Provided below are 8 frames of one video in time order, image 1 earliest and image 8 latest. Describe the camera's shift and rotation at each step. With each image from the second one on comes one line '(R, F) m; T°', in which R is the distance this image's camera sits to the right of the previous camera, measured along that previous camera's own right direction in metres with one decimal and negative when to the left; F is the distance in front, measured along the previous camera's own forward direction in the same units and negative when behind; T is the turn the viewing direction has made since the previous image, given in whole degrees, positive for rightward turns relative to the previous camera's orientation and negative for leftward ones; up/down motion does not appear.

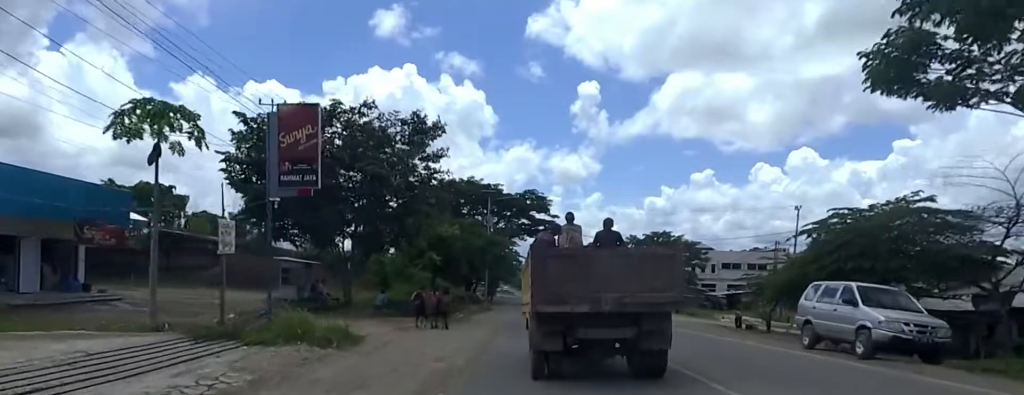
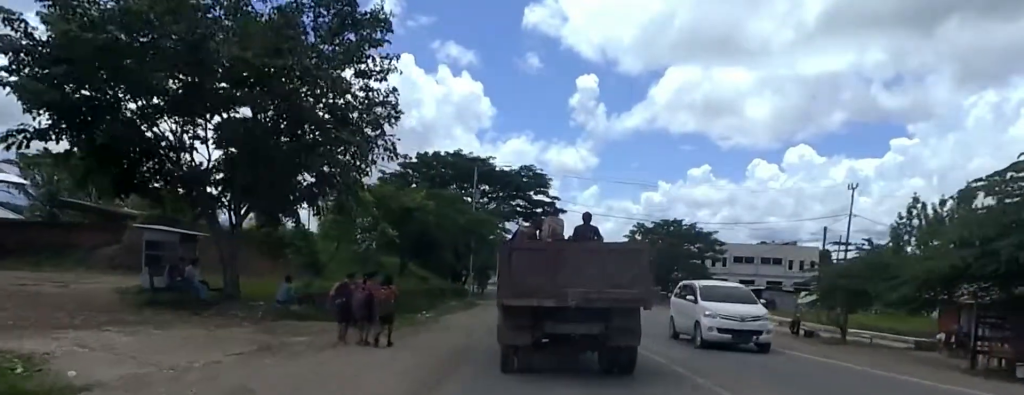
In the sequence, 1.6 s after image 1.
(0.0, +9.6) m; -4°
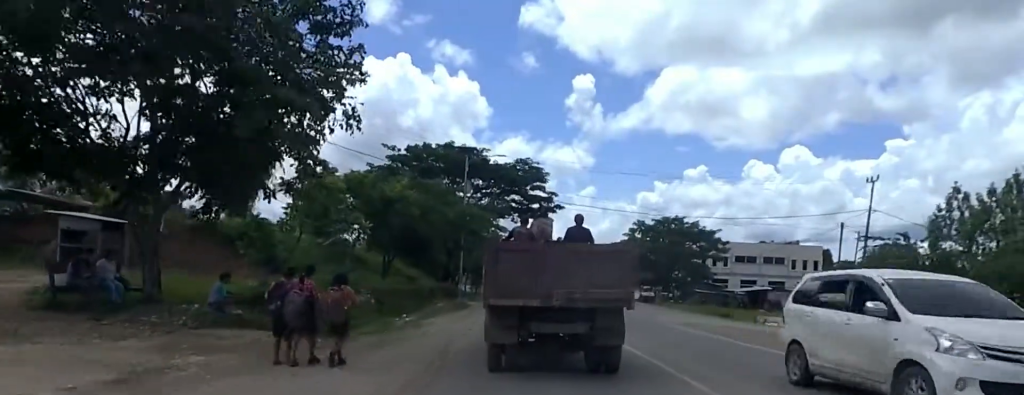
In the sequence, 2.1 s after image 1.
(+0.2, +3.2) m; -5°
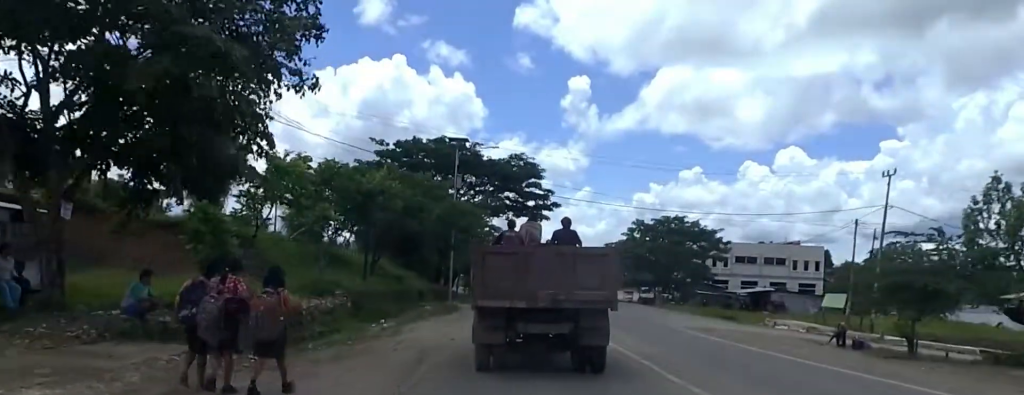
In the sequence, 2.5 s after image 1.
(-0.3, +2.5) m; +1°
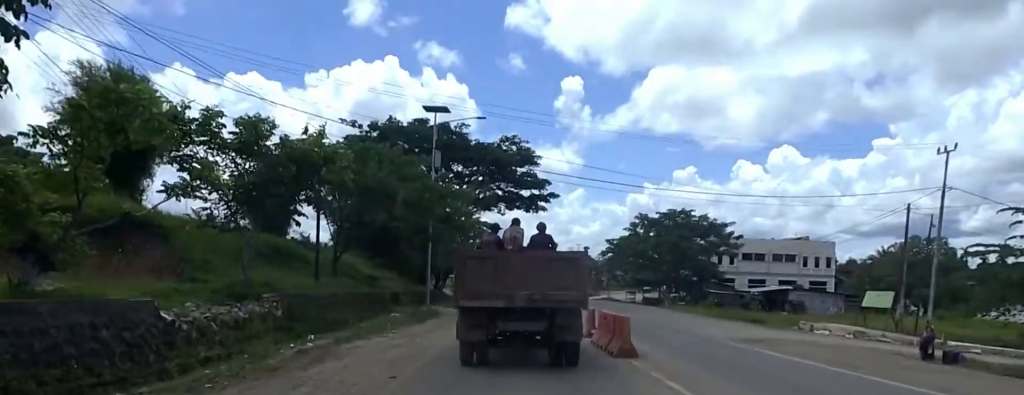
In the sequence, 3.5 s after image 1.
(-0.1, +5.9) m; +6°
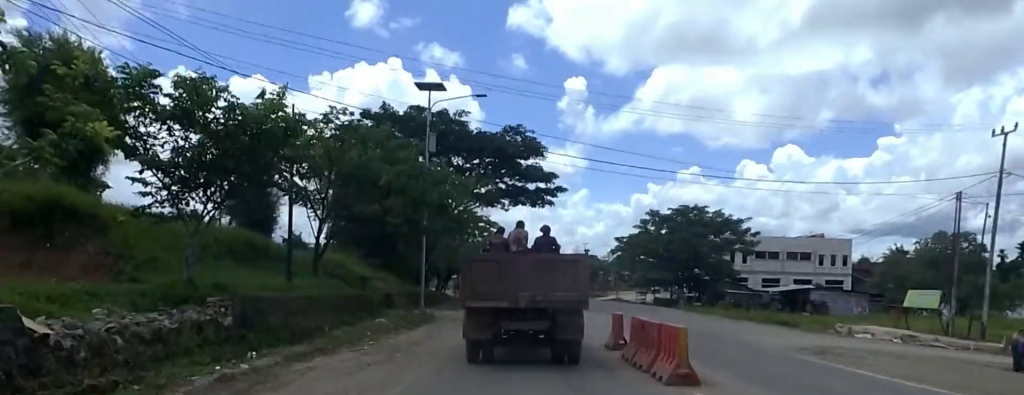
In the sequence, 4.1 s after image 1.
(+0.7, +3.5) m; +3°
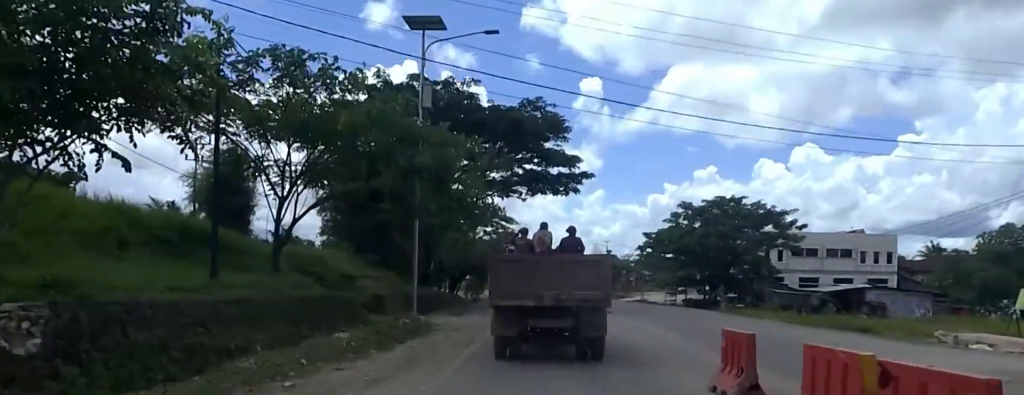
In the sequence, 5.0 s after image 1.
(-0.5, +6.7) m; -7°
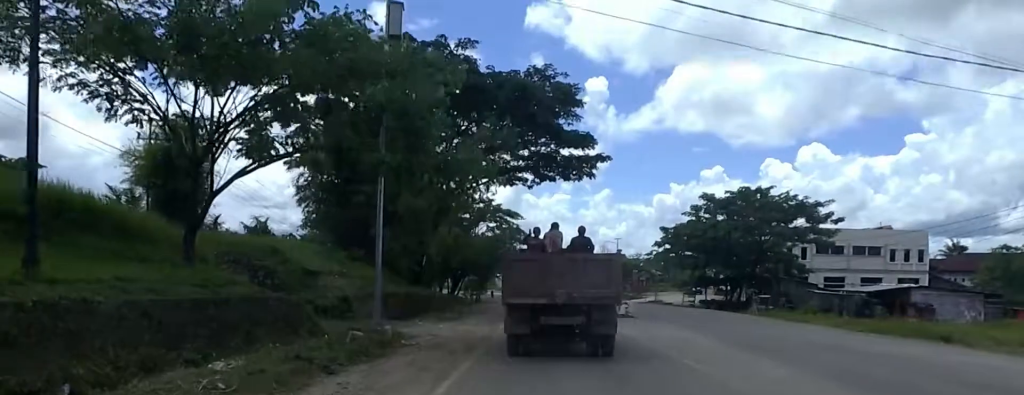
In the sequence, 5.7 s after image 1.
(-0.3, +5.8) m; +3°
